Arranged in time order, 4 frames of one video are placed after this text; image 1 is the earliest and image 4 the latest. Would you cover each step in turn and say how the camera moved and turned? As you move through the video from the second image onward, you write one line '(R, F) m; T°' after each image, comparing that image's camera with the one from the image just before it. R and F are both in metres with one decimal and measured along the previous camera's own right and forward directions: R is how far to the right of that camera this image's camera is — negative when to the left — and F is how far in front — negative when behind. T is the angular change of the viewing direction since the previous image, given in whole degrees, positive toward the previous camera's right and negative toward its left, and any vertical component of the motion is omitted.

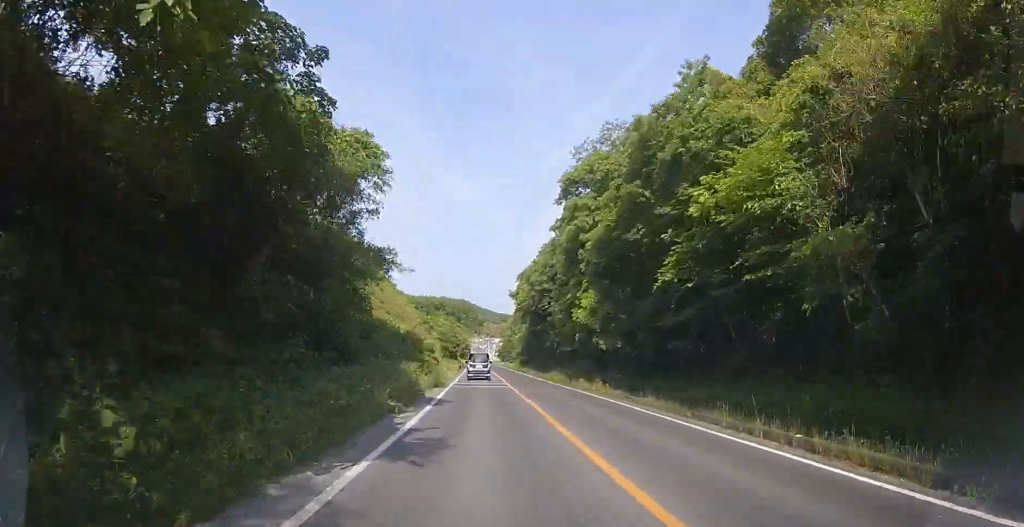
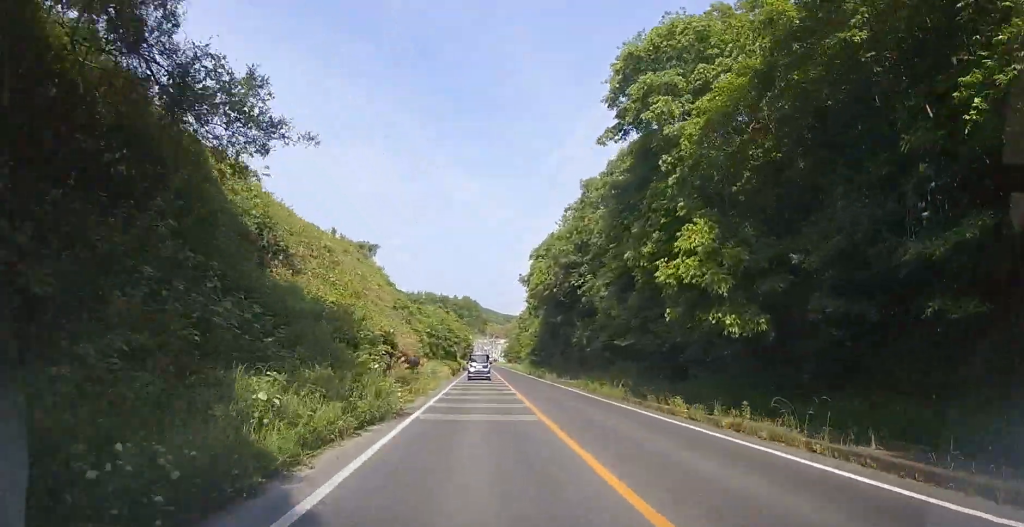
(0.0, +12.6) m; 0°
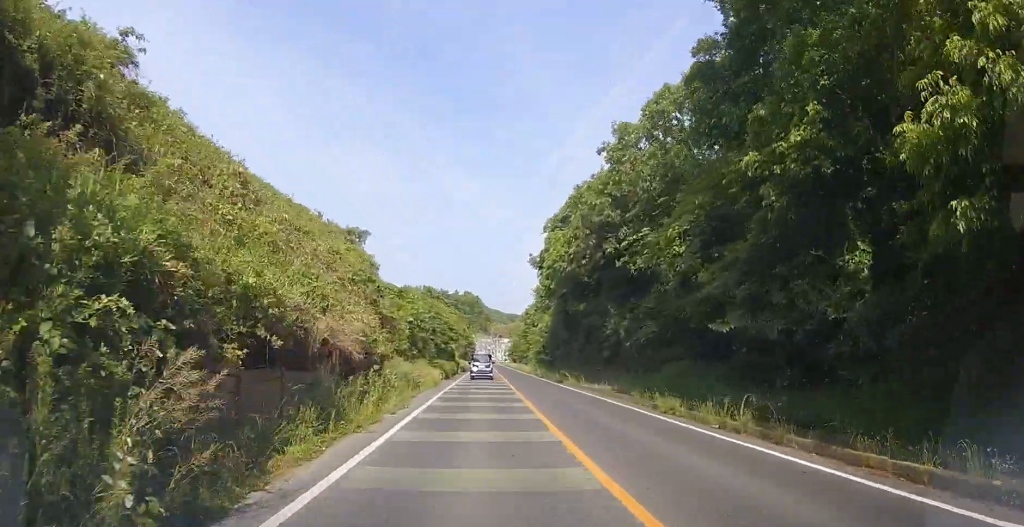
(0.0, +8.3) m; 0°
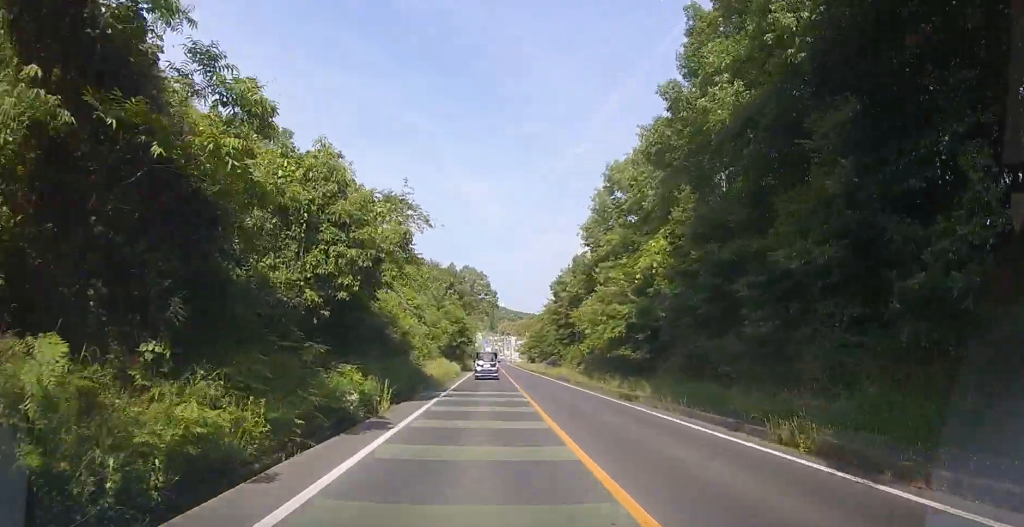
(-0.6, +34.1) m; -2°
